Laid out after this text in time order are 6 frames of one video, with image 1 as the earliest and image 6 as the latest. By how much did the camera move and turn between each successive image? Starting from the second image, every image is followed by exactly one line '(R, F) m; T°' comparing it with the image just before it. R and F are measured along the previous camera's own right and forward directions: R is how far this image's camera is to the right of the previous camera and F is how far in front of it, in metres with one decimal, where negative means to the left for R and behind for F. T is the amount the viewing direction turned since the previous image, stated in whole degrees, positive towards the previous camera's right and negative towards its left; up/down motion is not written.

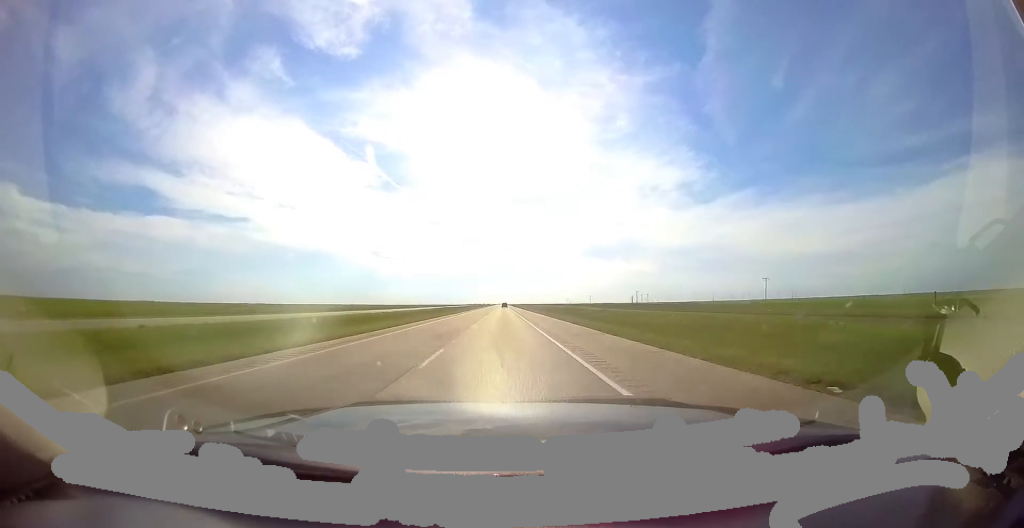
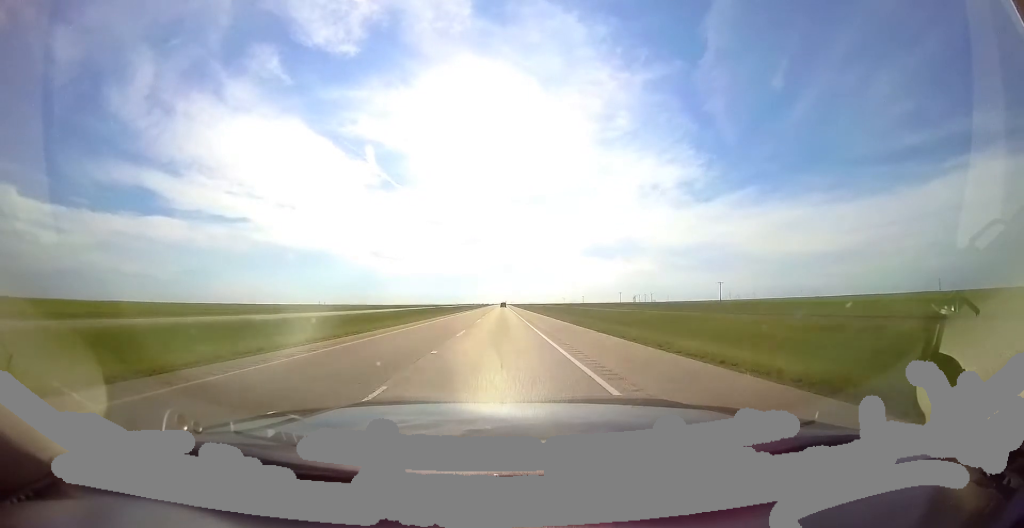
(+0.2, +89.7) m; 0°
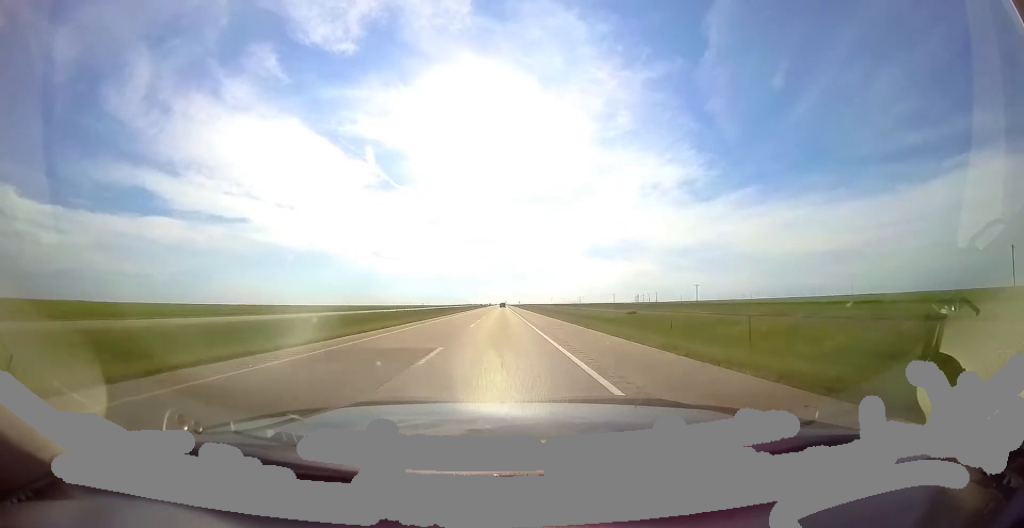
(+0.7, +104.1) m; 0°
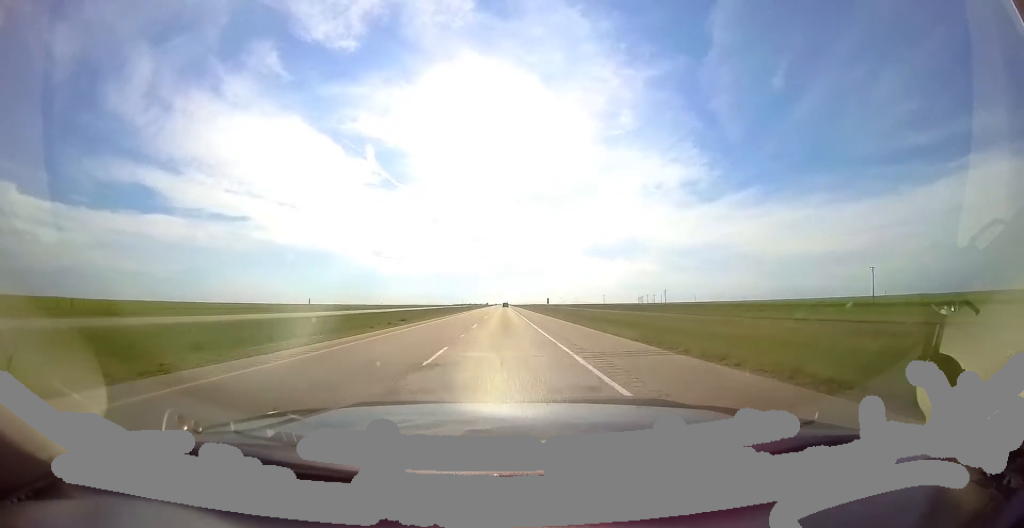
(-1.4, +85.0) m; -1°
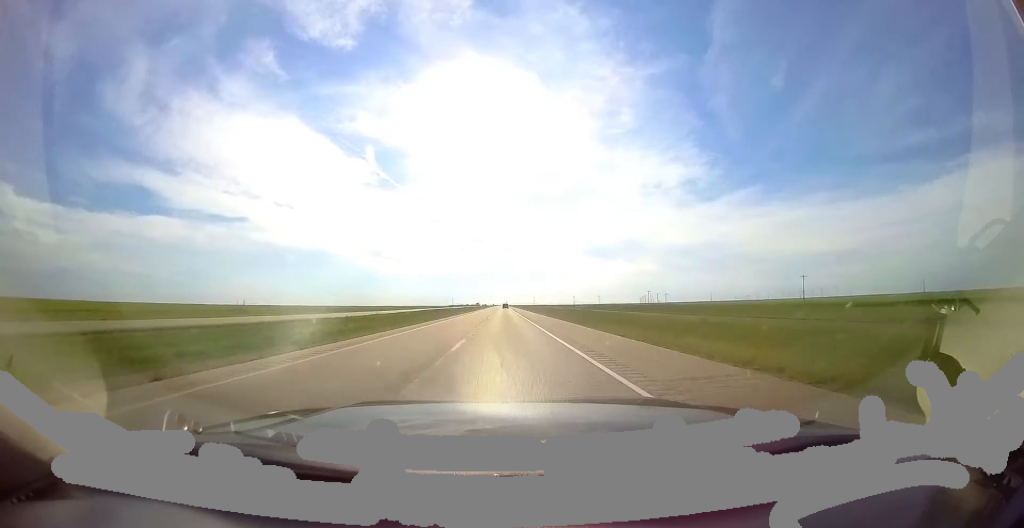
(+0.4, +93.9) m; 0°
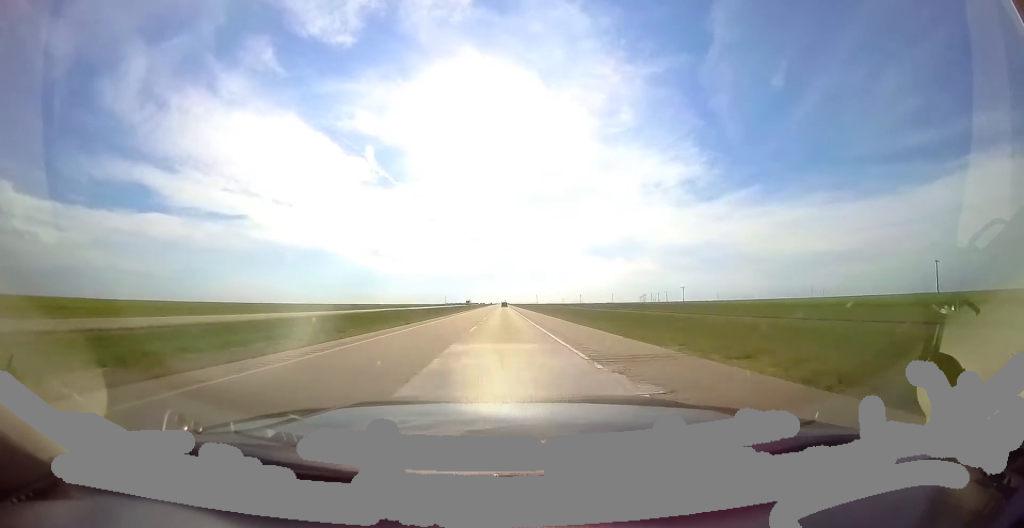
(-0.4, +42.1) m; 0°
